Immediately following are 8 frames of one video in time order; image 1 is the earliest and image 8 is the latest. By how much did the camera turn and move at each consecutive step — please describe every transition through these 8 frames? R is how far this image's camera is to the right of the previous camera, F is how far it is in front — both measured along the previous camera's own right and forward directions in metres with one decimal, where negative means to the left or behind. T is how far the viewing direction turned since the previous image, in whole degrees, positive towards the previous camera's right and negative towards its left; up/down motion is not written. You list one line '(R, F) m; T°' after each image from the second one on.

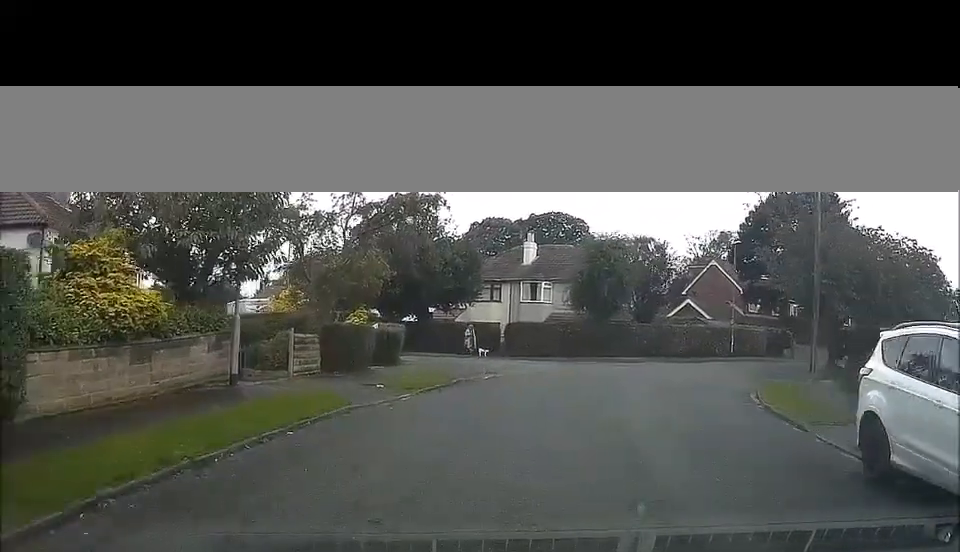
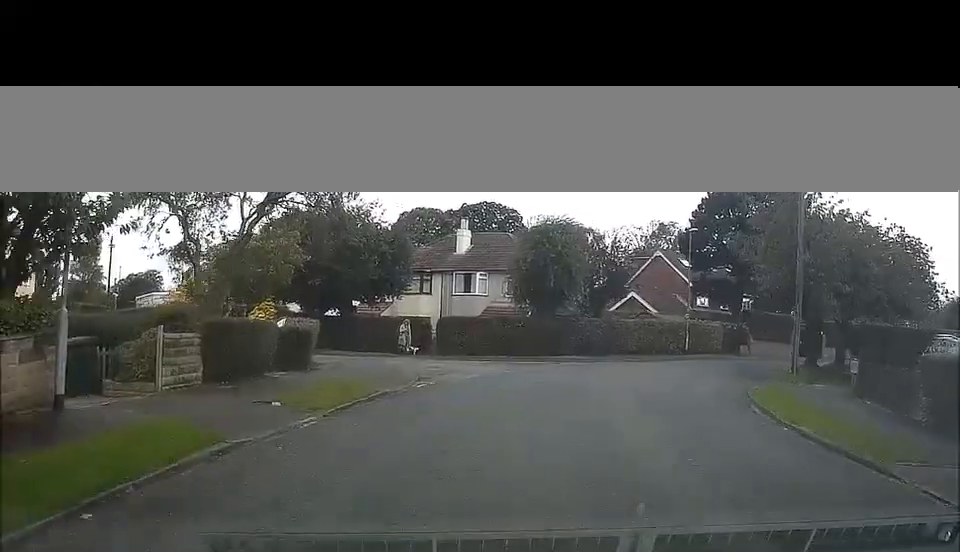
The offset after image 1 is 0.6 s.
(+0.1, +3.8) m; +4°
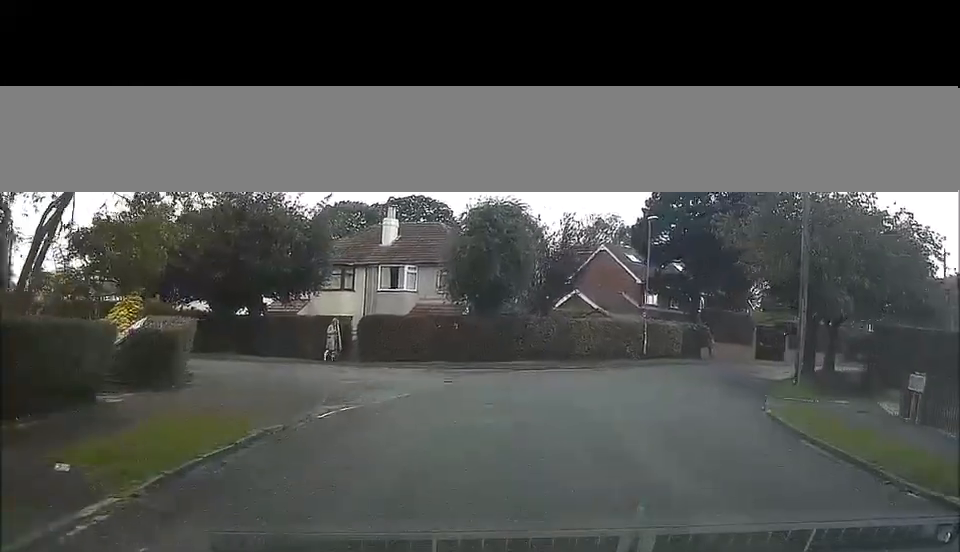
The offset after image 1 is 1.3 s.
(0.0, +4.5) m; +5°
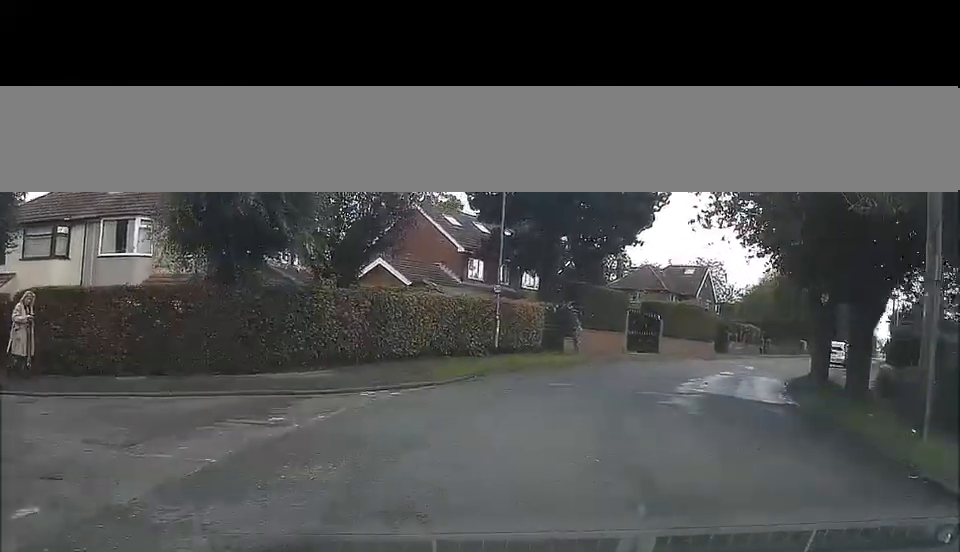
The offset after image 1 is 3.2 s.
(+1.8, +14.3) m; +16°
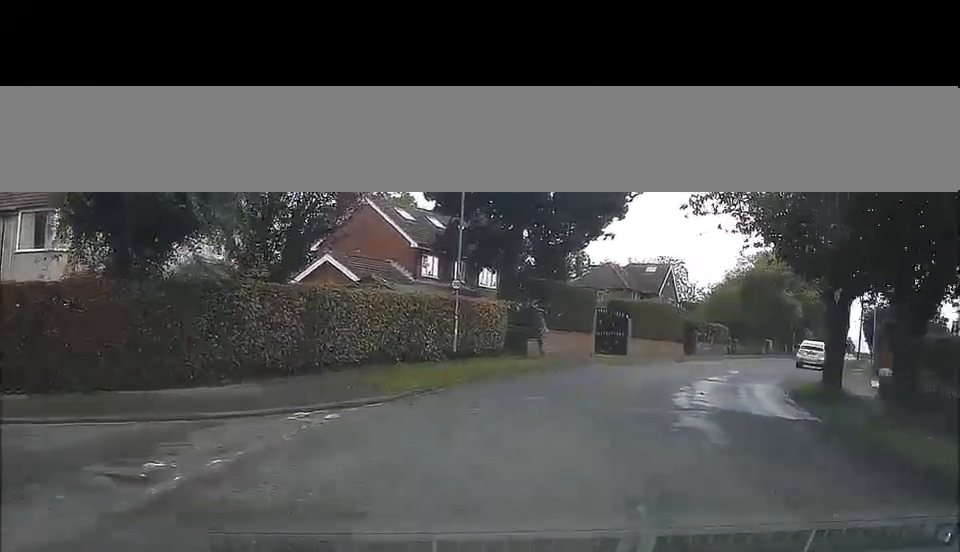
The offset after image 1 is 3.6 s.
(+0.2, +2.9) m; +4°
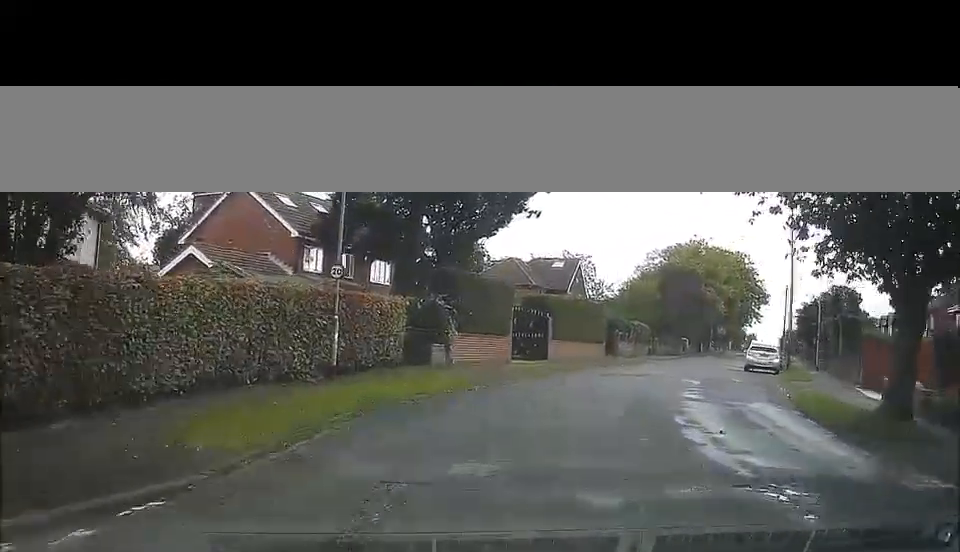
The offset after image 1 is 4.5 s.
(+0.5, +6.4) m; +8°
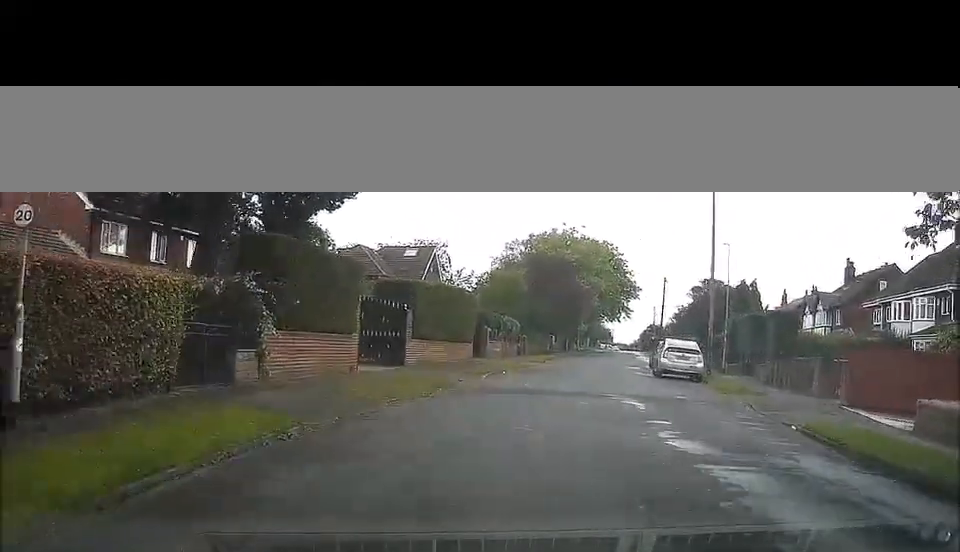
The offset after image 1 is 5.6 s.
(+0.6, +7.9) m; +9°
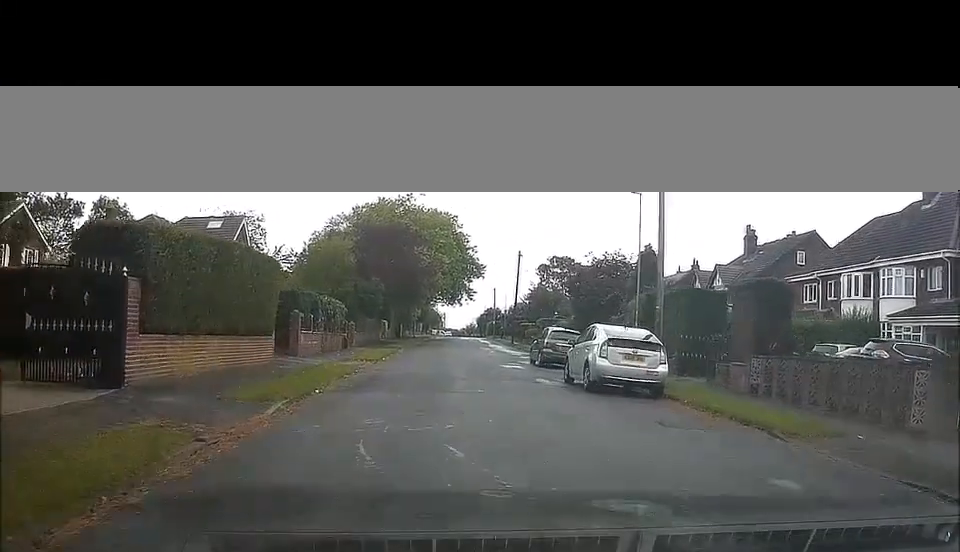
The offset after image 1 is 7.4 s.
(+1.4, +14.2) m; +12°
